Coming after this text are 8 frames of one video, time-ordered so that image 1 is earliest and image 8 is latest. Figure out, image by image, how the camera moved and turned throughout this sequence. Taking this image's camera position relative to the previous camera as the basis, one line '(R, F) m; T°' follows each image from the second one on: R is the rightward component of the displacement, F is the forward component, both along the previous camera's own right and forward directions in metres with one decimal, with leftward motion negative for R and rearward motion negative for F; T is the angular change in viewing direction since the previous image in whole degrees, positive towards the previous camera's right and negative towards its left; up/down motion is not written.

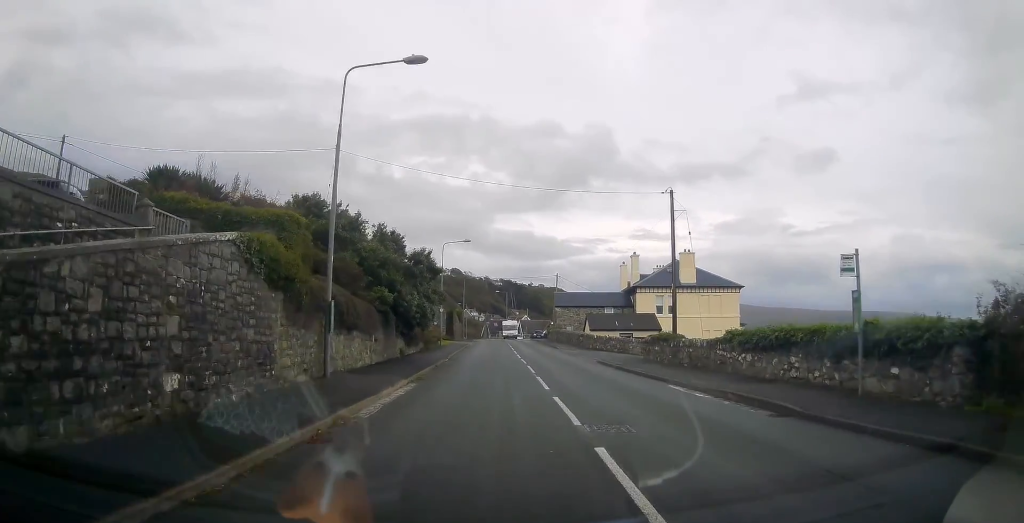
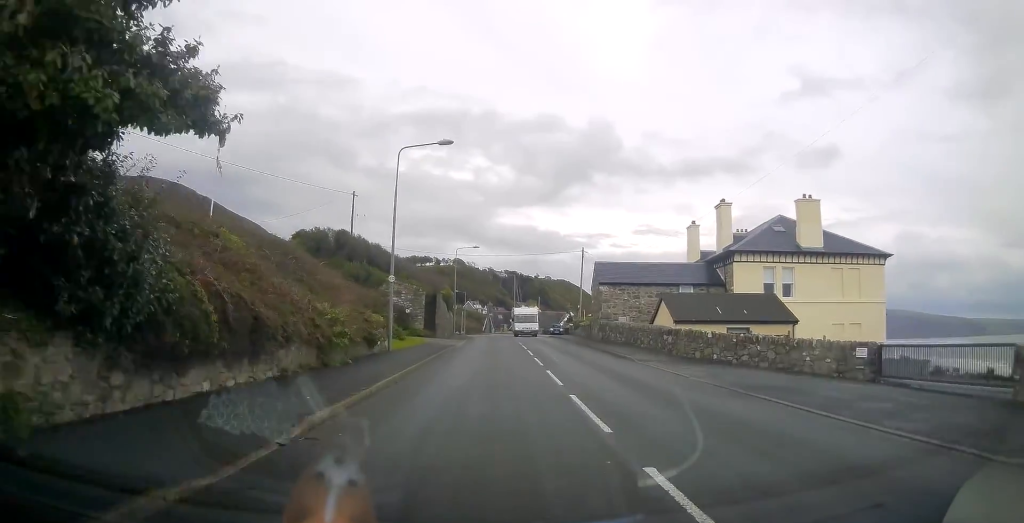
(0.0, +24.4) m; +1°
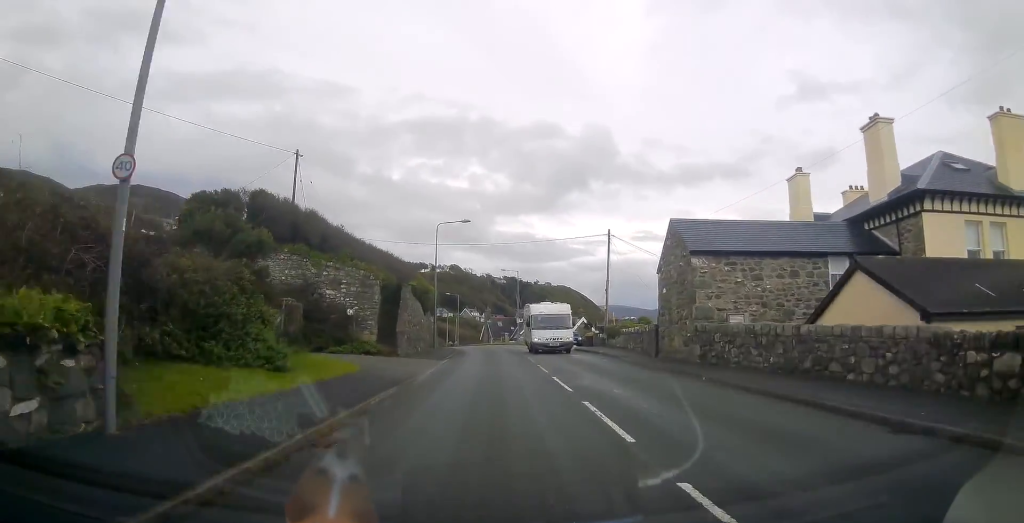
(+0.1, +18.3) m; -1°
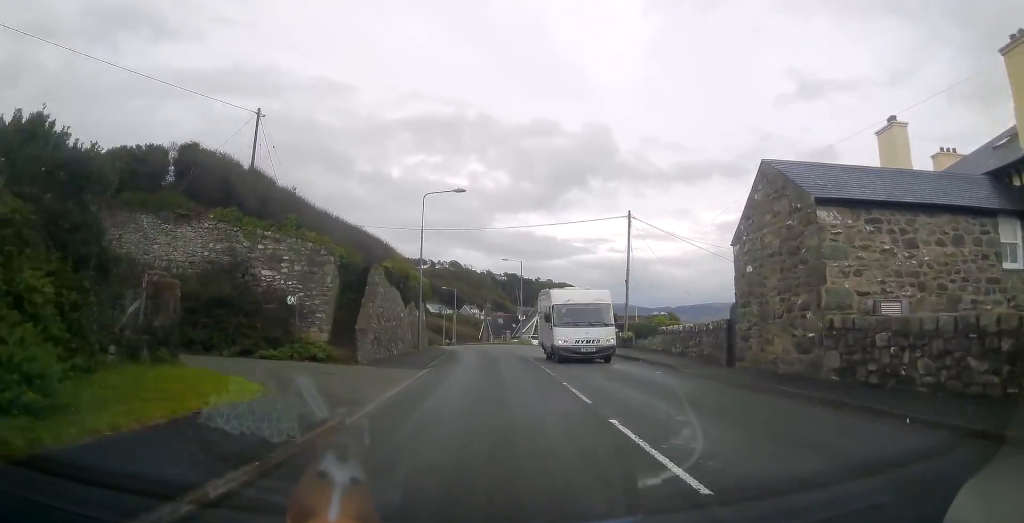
(-0.2, +8.1) m; 0°
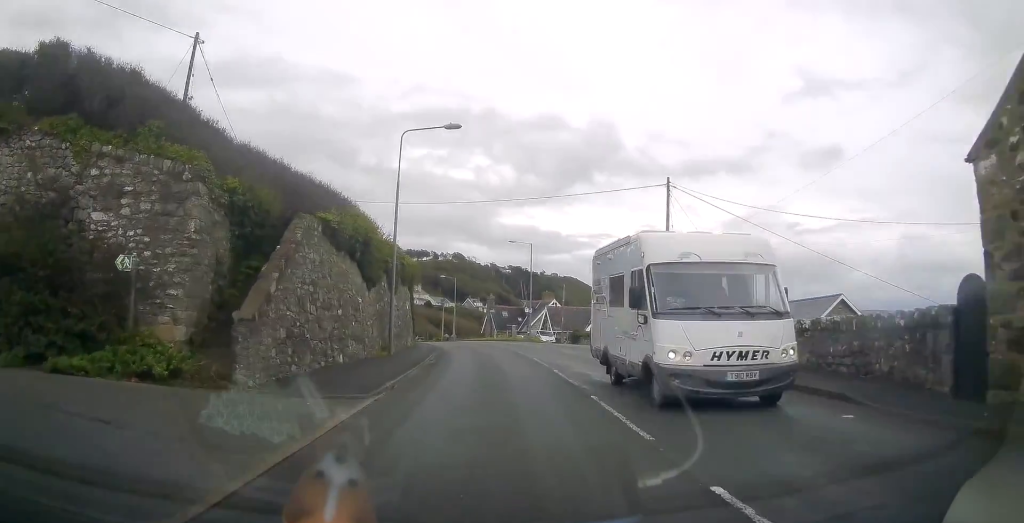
(+0.1, +9.6) m; 0°
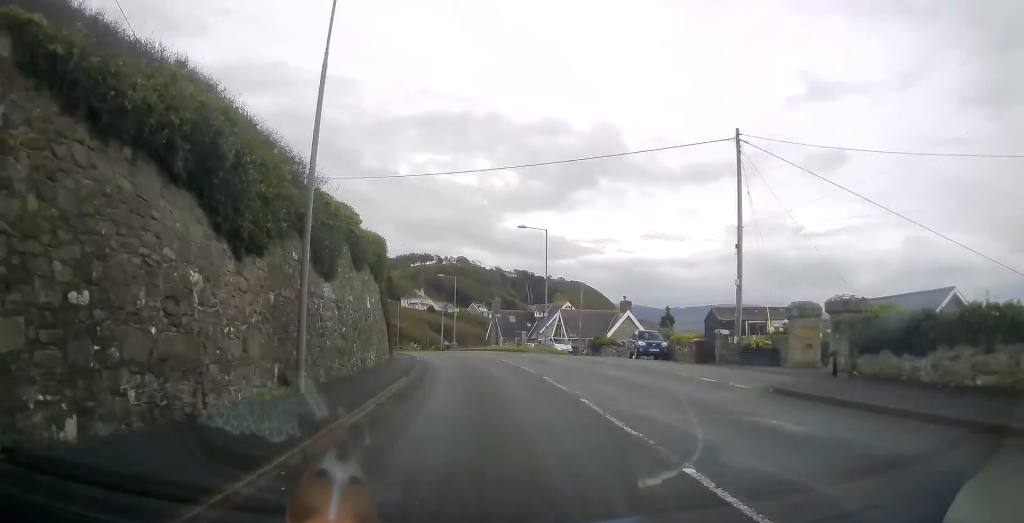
(+0.1, +11.0) m; -1°
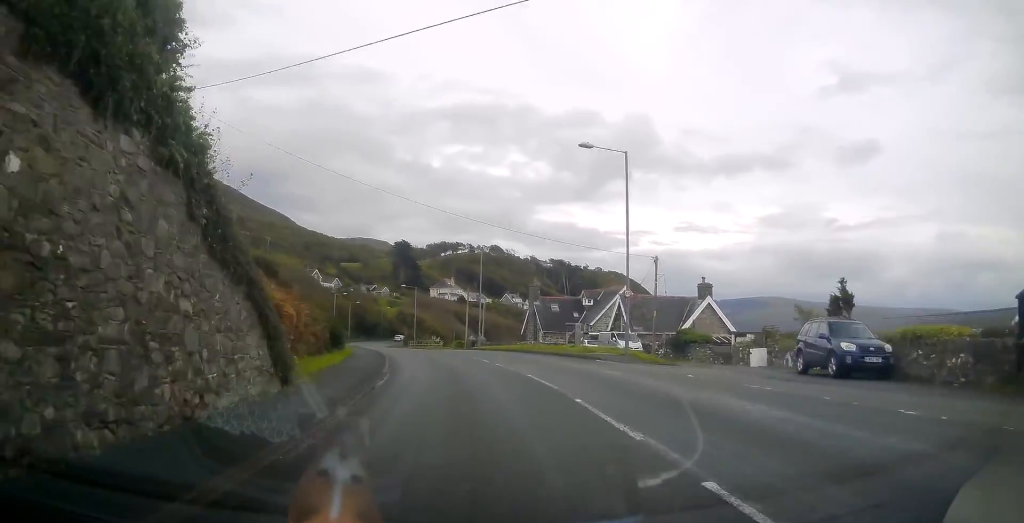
(-0.5, +18.0) m; -4°
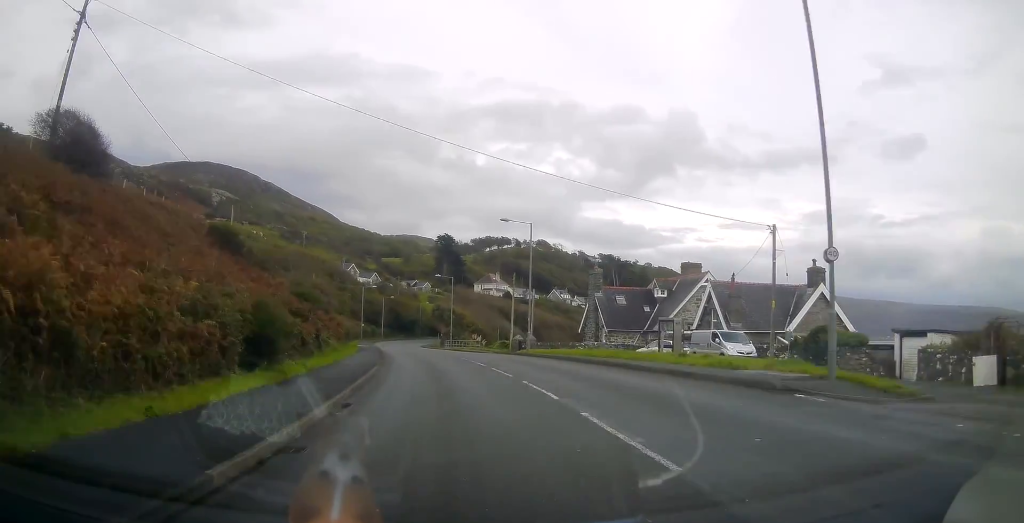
(-0.4, +13.1) m; -4°
